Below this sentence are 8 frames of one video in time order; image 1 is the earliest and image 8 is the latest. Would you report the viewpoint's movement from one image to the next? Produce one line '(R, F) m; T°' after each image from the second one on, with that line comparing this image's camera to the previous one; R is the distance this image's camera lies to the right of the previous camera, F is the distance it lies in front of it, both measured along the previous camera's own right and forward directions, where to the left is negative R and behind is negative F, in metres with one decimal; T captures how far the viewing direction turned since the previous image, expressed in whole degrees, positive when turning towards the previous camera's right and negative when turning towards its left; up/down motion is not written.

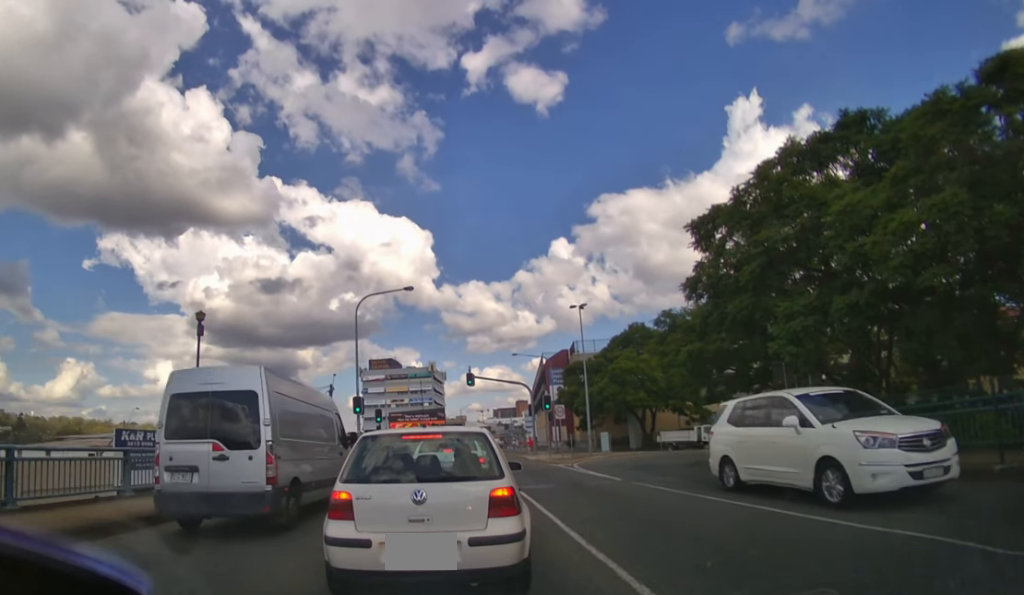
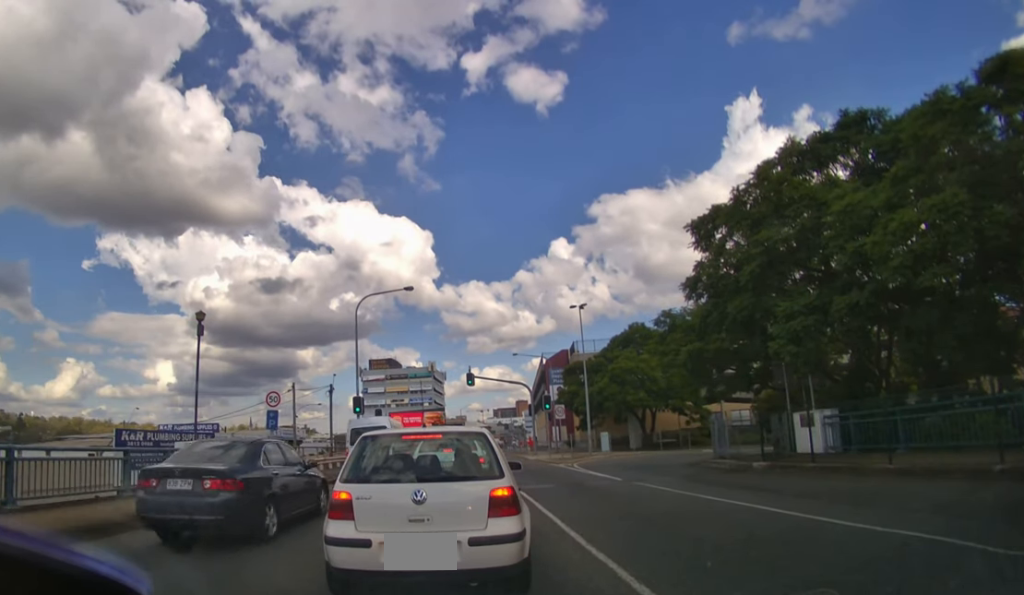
(0.0, 0.0) m; 0°
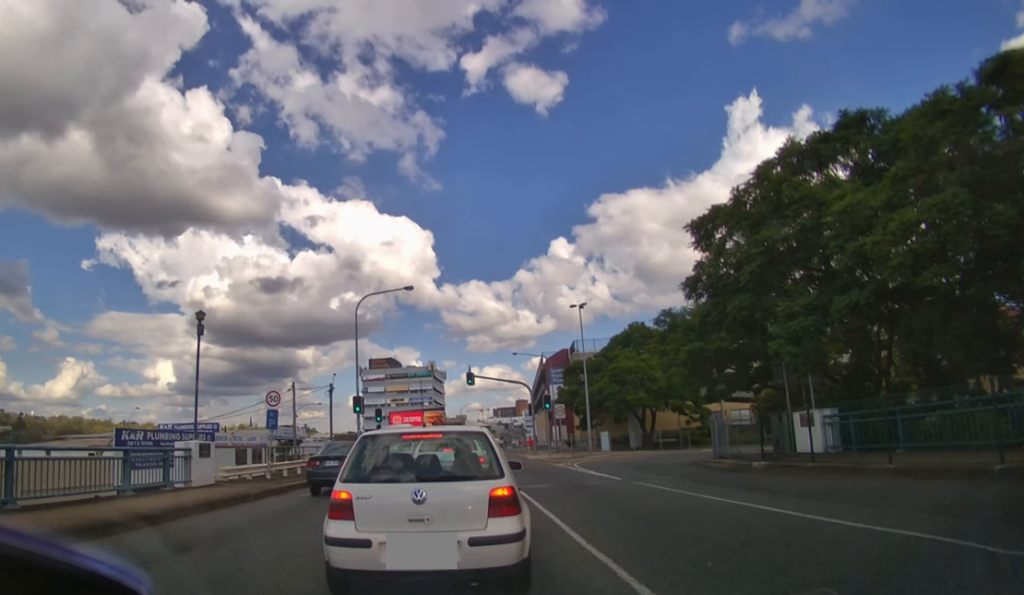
(0.0, 0.0) m; 0°
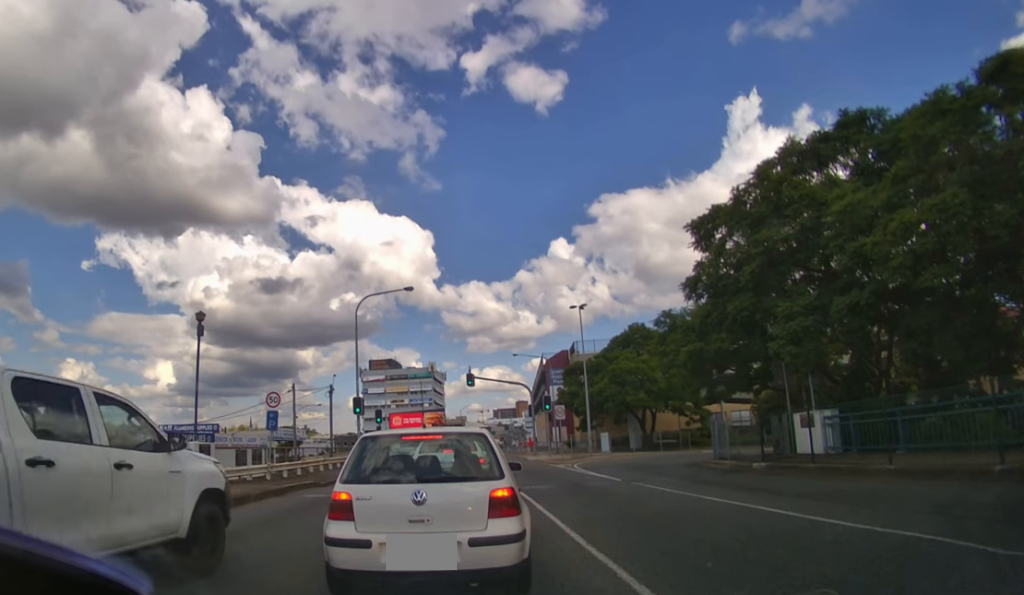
(0.0, 0.0) m; 0°
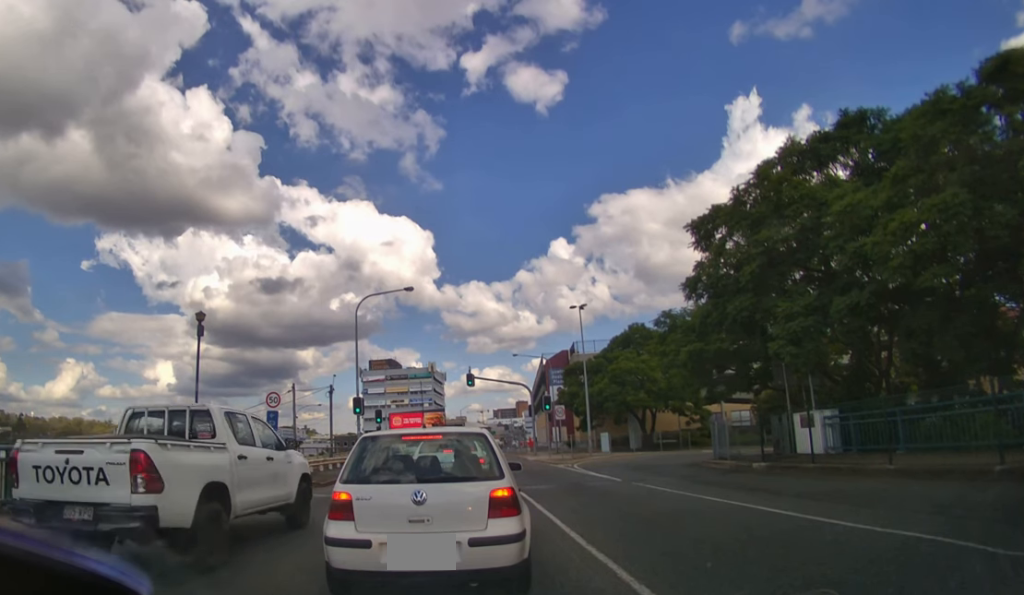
(0.0, 0.0) m; 0°
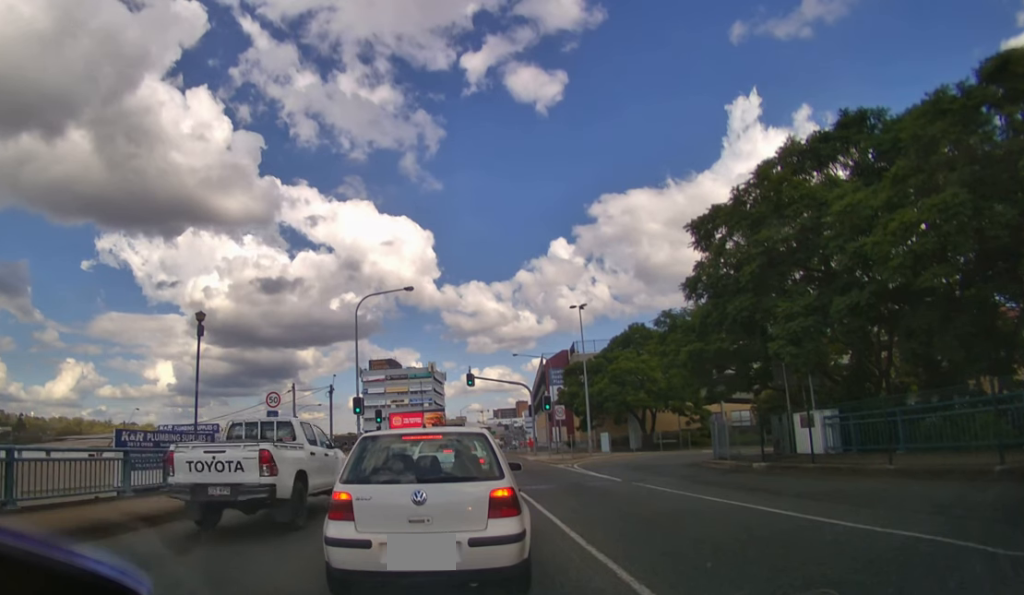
(0.0, 0.0) m; 0°
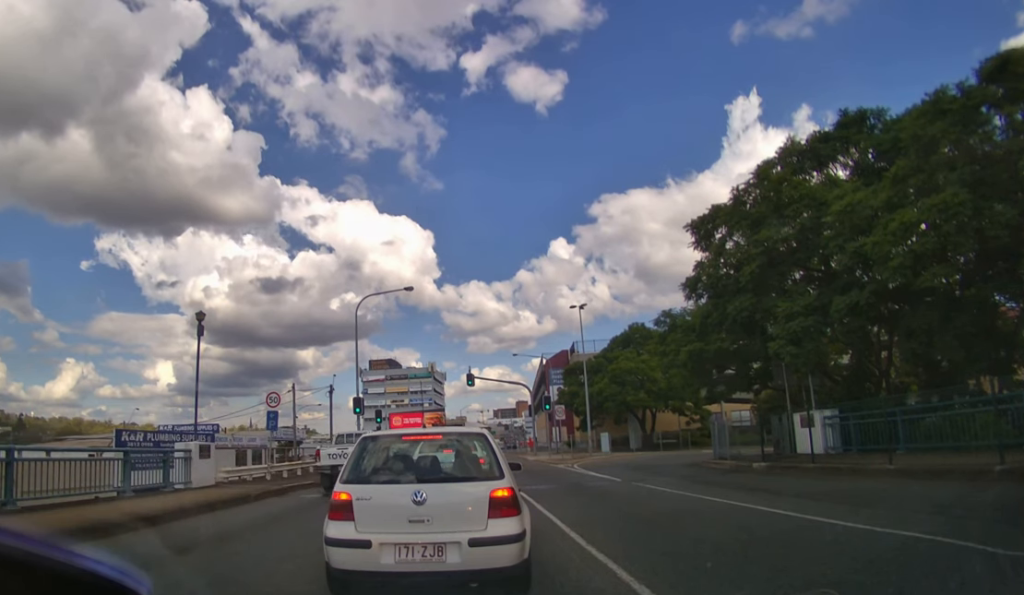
(0.0, 0.0) m; 0°
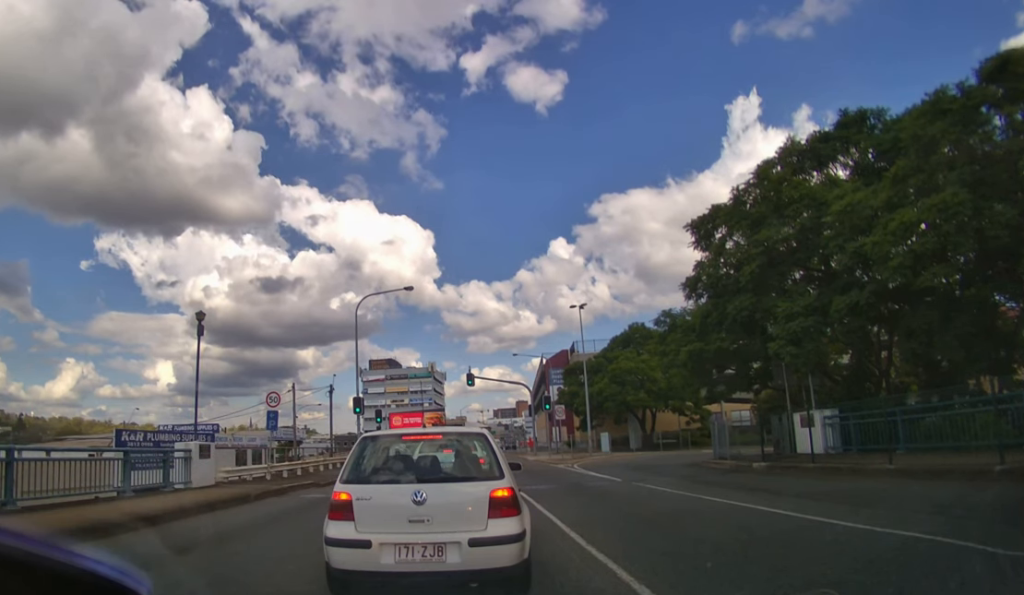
(0.0, 0.0) m; 0°
